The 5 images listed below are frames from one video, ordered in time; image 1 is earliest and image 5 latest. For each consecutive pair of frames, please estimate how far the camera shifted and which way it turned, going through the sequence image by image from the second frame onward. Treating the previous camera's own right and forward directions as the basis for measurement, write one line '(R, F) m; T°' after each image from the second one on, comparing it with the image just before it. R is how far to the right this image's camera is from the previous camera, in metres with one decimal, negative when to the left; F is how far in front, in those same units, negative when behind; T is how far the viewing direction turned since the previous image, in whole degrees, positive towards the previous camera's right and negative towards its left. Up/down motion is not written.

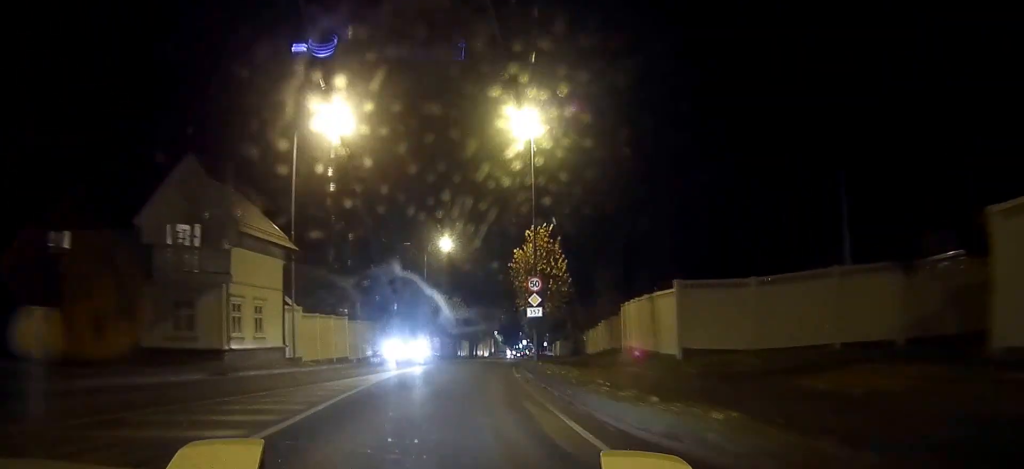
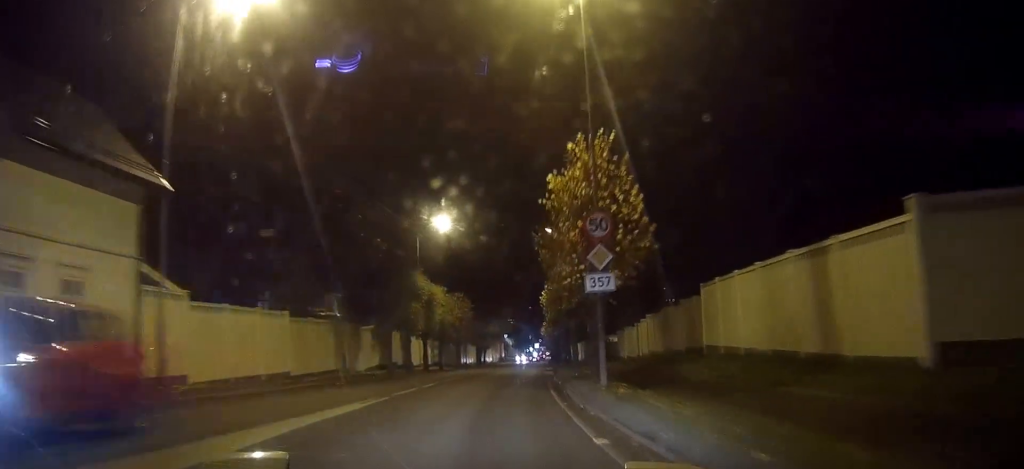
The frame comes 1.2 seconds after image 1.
(+0.1, +15.4) m; +1°
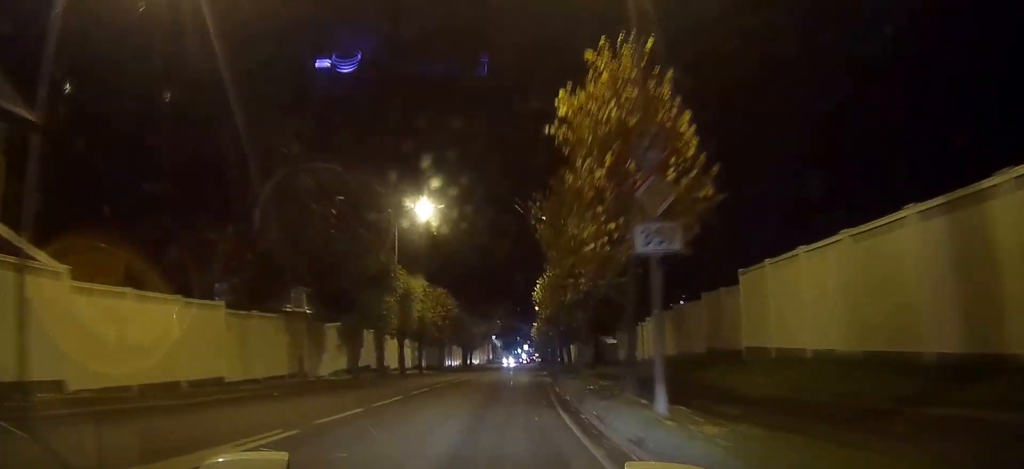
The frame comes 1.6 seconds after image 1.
(0.0, +6.2) m; 0°
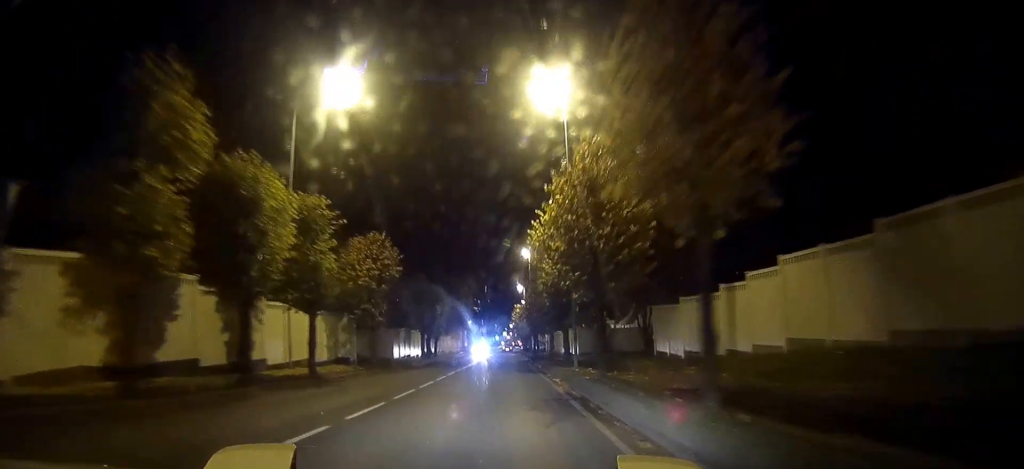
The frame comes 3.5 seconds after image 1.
(+0.3, +24.4) m; 0°
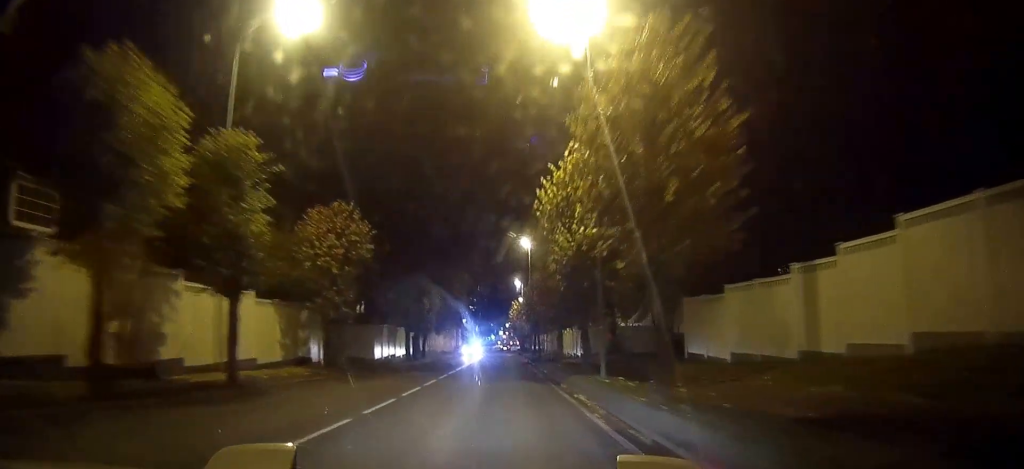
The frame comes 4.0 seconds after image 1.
(0.0, +7.2) m; 0°
